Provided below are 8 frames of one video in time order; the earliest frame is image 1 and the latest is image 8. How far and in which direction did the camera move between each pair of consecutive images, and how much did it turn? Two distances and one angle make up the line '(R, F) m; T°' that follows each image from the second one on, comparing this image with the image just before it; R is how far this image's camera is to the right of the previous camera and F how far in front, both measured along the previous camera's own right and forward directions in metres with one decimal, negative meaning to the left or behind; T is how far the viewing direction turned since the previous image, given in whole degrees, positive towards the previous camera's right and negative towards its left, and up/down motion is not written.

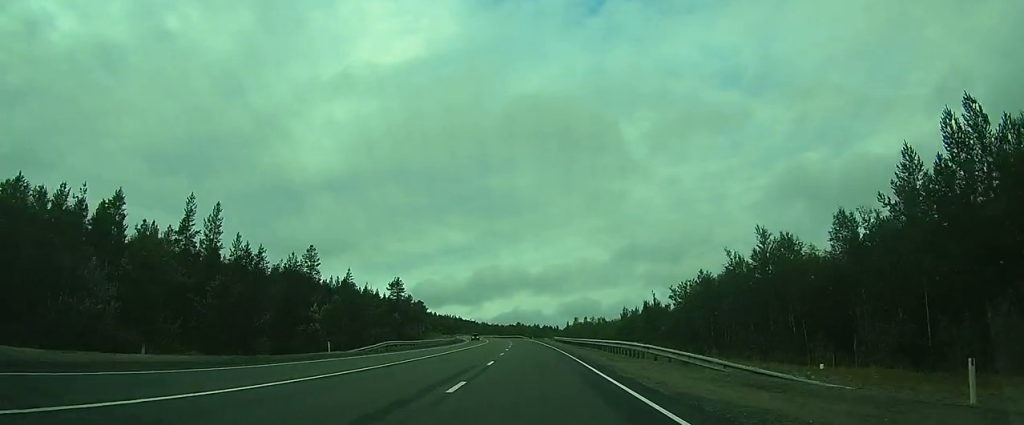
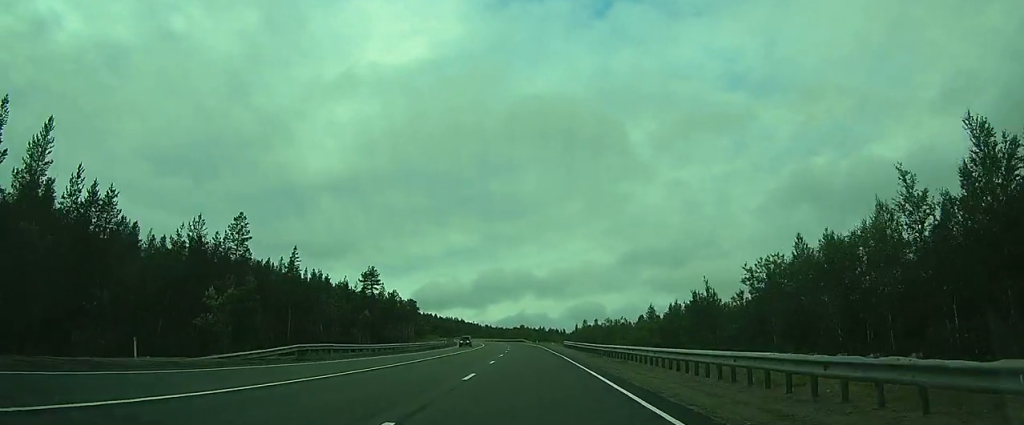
(-0.2, +21.2) m; -1°
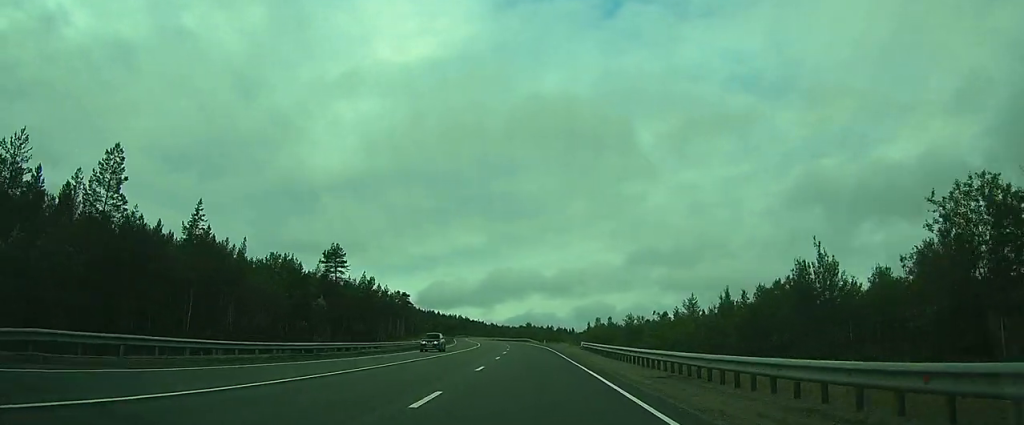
(-0.3, +20.5) m; -1°
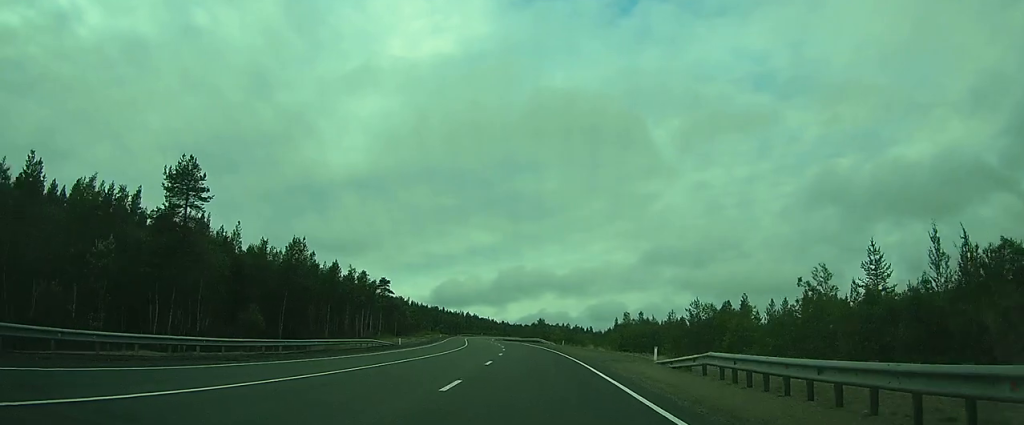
(-0.4, +35.9) m; -1°
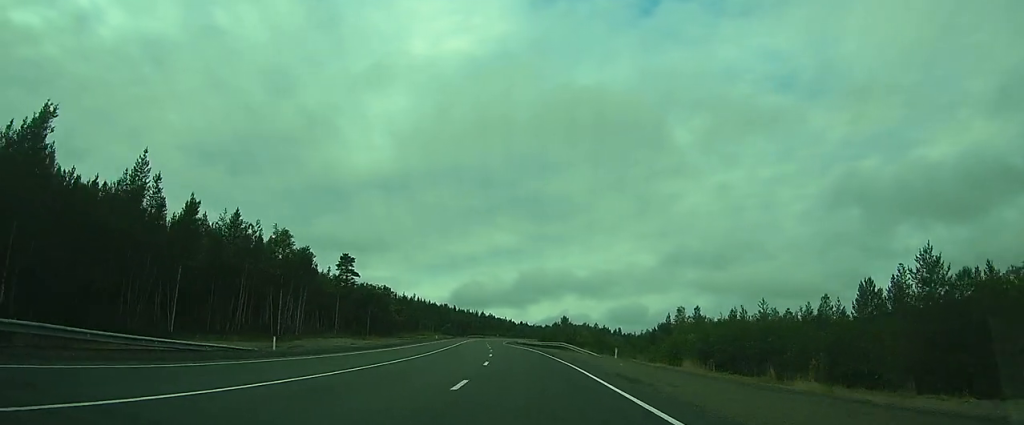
(-0.4, +37.7) m; -1°
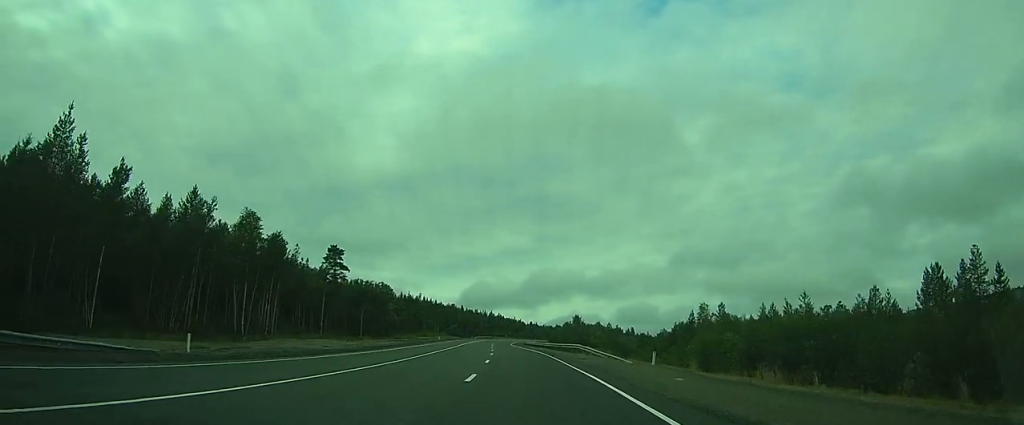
(+0.1, +9.6) m; 0°
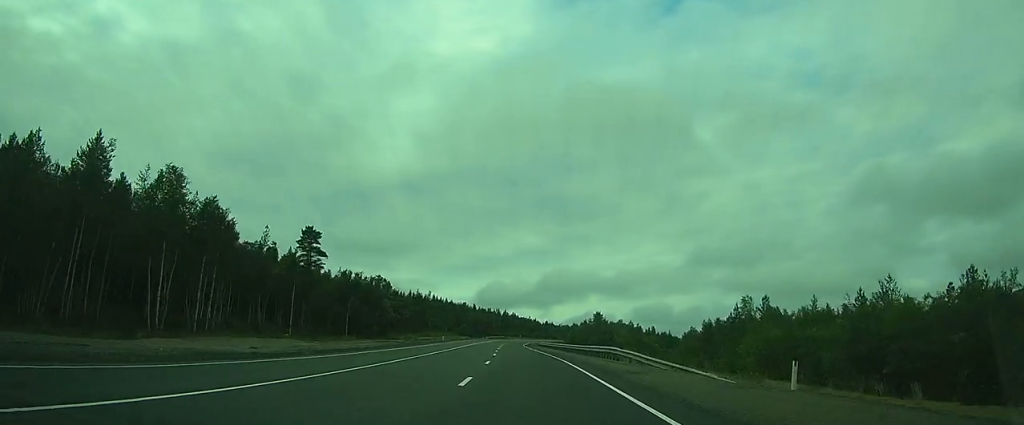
(-0.1, +14.3) m; -1°
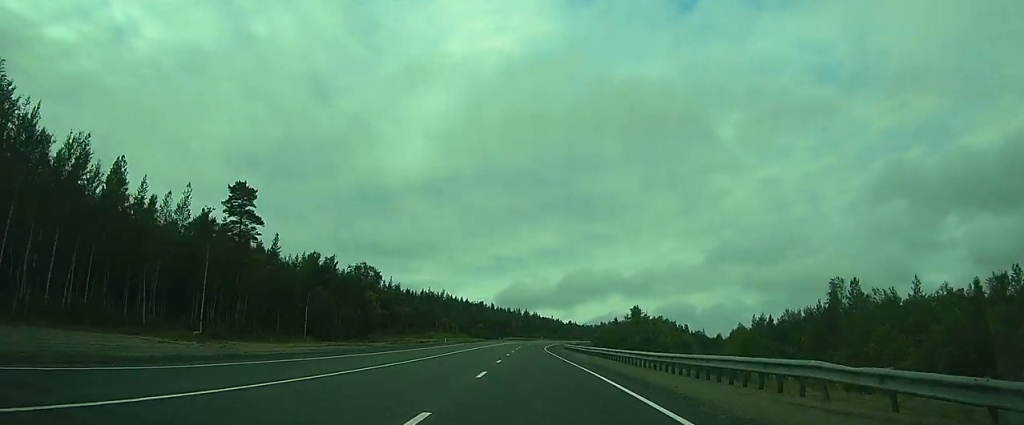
(-0.3, +21.3) m; -2°
